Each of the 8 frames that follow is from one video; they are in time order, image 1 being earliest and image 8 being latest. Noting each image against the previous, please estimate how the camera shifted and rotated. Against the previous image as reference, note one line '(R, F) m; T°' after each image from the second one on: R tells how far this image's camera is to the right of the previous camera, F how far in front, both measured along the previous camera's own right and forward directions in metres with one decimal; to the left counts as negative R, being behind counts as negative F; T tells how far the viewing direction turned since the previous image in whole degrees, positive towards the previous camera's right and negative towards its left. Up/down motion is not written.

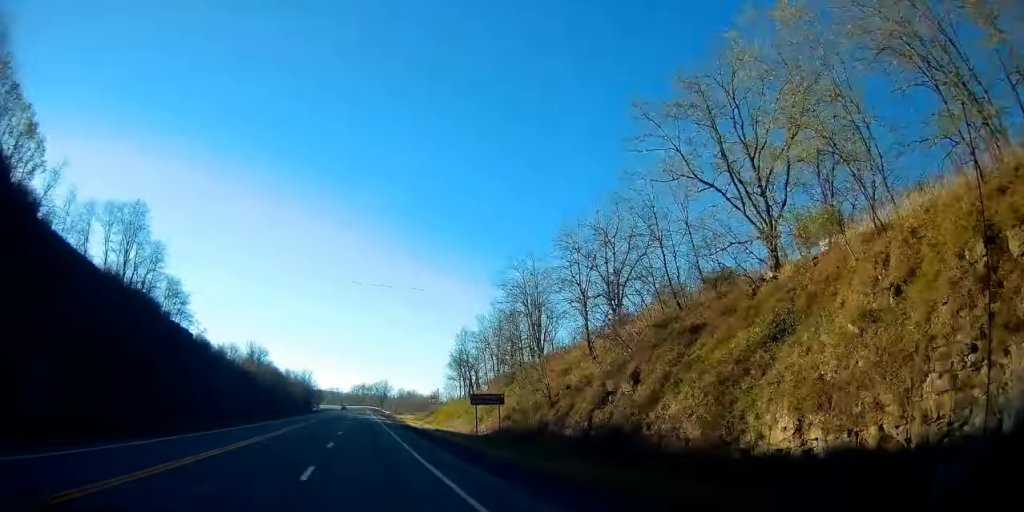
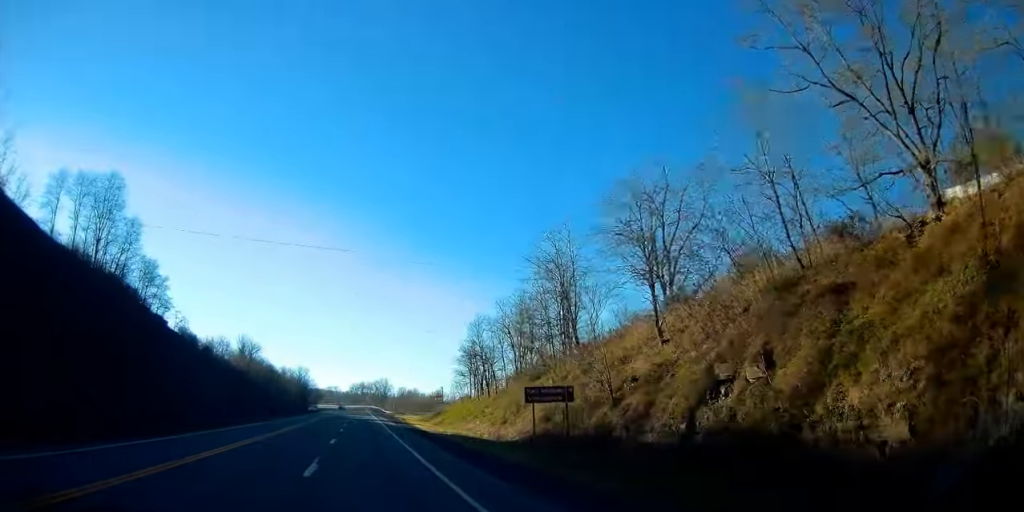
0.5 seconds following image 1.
(0.0, +10.2) m; 0°
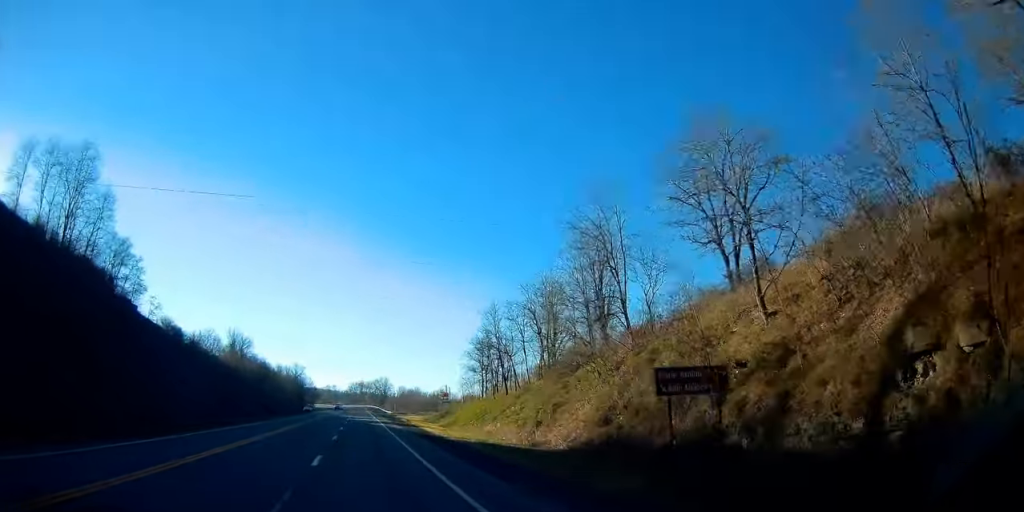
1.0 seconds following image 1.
(0.0, +9.4) m; 0°
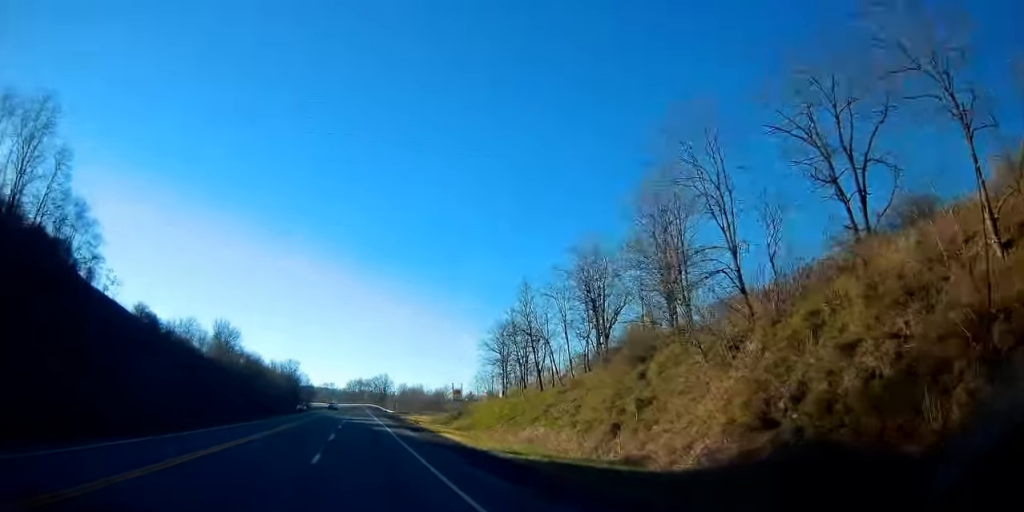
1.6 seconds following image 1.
(0.0, +12.6) m; 0°
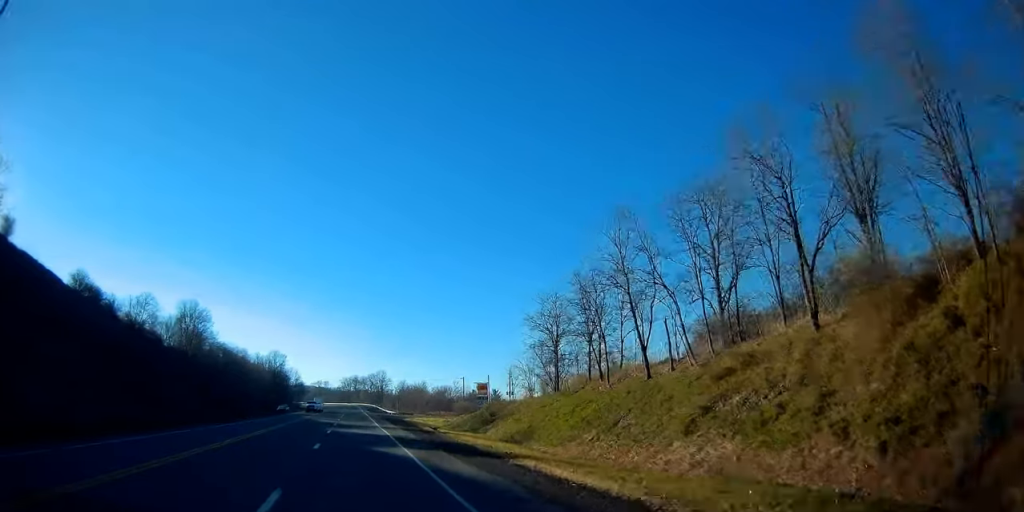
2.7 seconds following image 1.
(0.0, +20.5) m; 0°
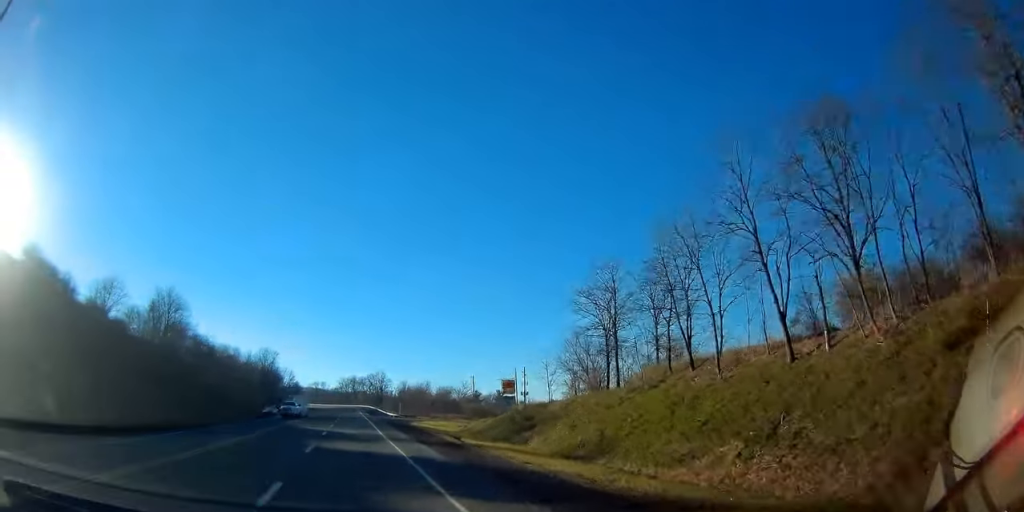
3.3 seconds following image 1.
(0.0, +12.4) m; 0°
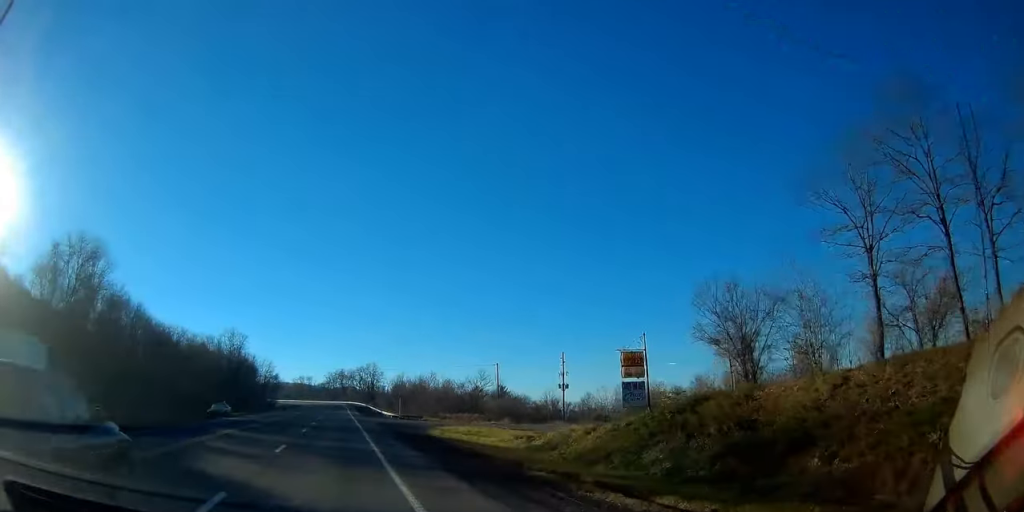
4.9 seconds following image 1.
(+0.2, +26.7) m; +1°
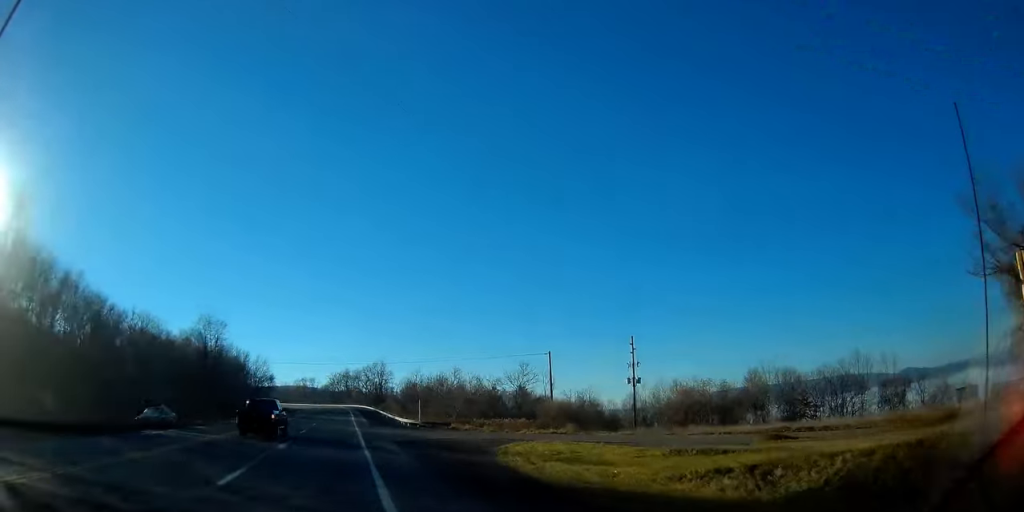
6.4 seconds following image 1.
(+0.2, +21.6) m; 0°
